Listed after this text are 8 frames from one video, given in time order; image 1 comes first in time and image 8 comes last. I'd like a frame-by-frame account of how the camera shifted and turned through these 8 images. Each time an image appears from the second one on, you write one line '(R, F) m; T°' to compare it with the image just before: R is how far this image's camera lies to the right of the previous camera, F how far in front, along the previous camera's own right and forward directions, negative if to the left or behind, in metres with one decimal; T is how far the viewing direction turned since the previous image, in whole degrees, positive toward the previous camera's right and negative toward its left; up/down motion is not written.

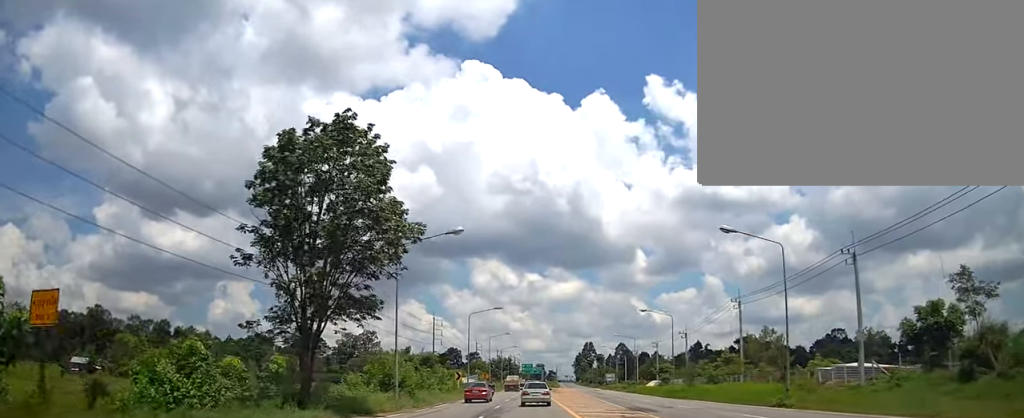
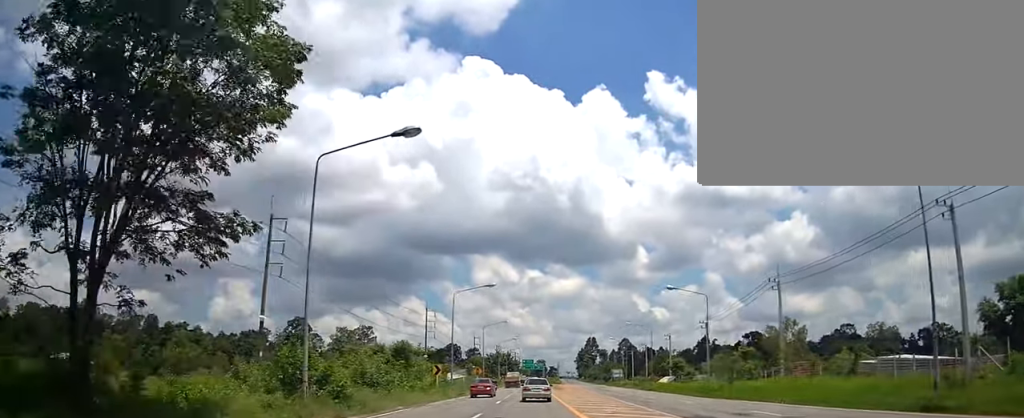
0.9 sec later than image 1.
(-0.2, +11.7) m; -1°
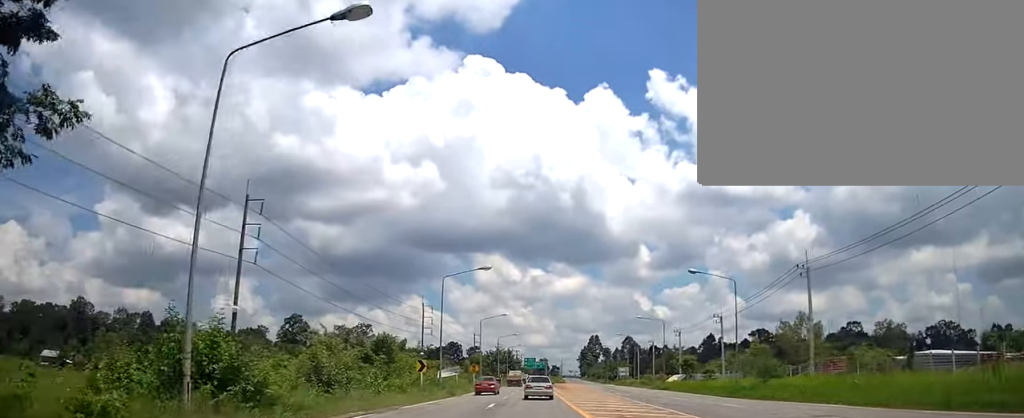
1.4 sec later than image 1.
(-0.1, +6.4) m; -1°
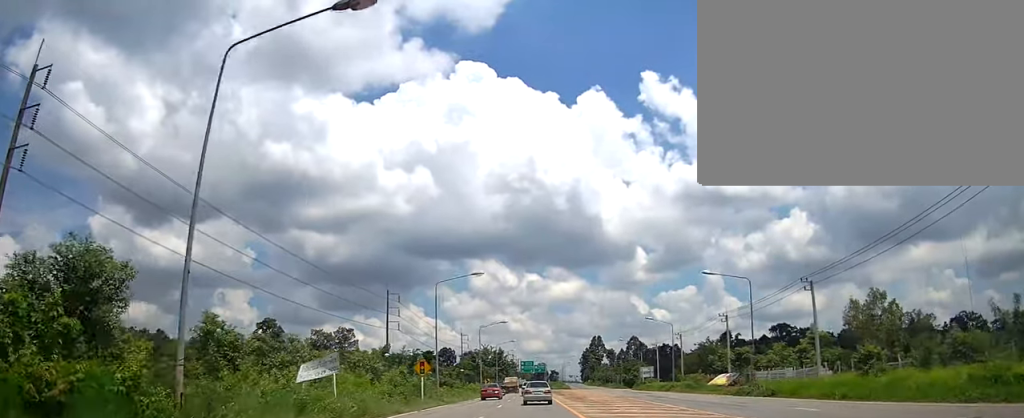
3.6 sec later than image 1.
(-0.2, +29.7) m; 0°
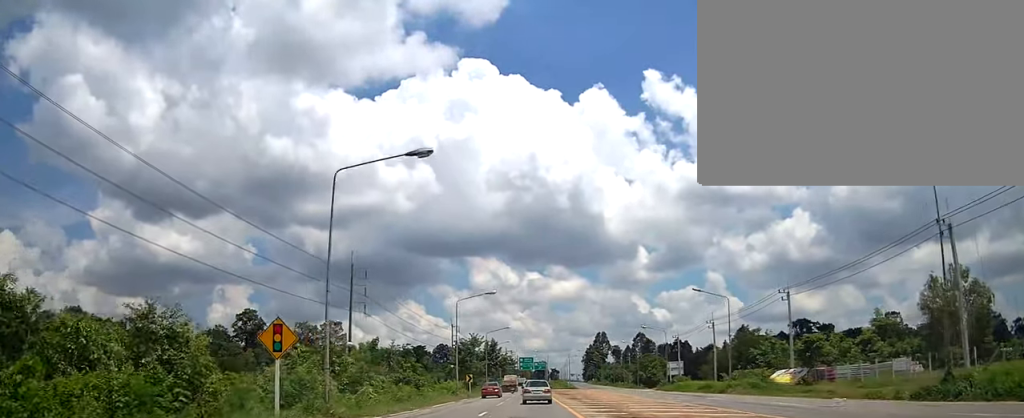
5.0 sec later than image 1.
(+0.4, +21.4) m; +1°
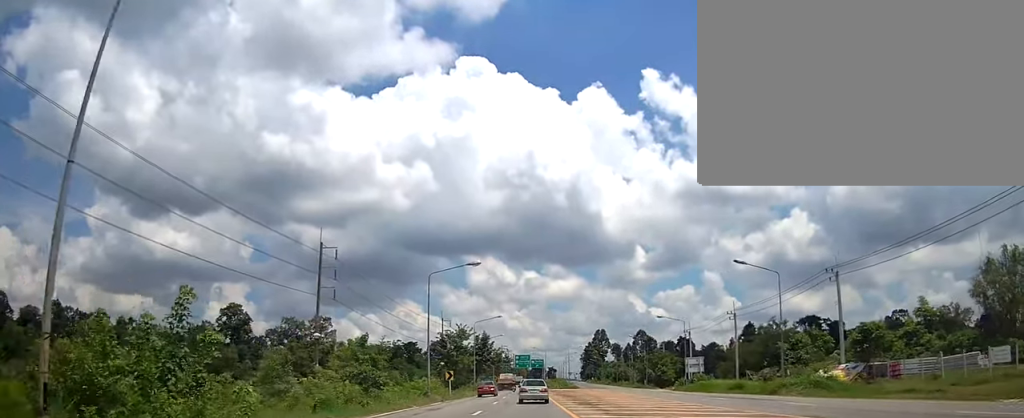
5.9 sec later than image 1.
(-0.2, +11.8) m; -1°
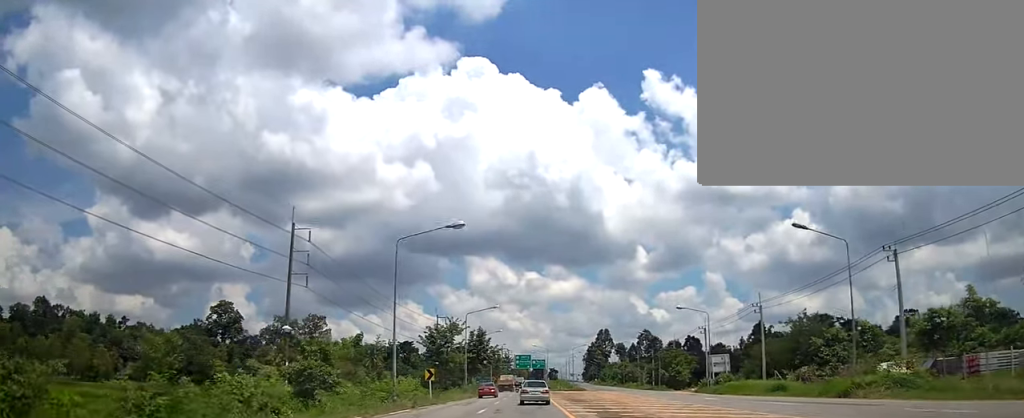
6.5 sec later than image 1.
(-0.1, +9.5) m; 0°
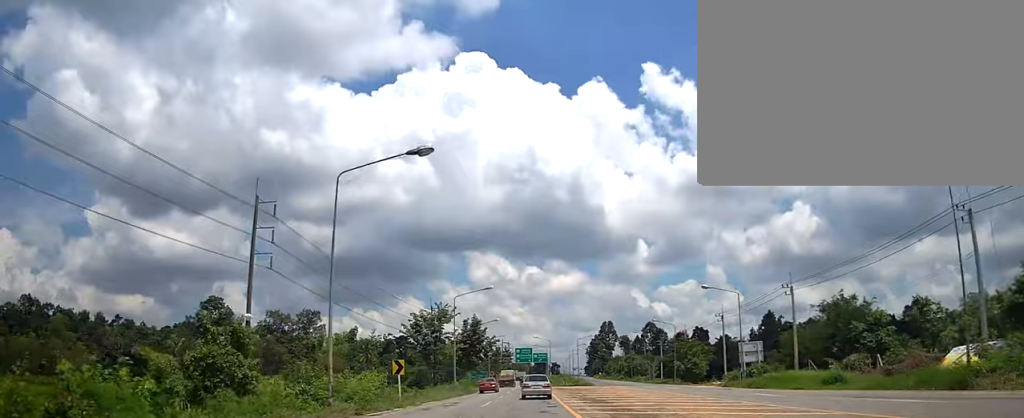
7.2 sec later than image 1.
(+0.2, +9.2) m; +1°
